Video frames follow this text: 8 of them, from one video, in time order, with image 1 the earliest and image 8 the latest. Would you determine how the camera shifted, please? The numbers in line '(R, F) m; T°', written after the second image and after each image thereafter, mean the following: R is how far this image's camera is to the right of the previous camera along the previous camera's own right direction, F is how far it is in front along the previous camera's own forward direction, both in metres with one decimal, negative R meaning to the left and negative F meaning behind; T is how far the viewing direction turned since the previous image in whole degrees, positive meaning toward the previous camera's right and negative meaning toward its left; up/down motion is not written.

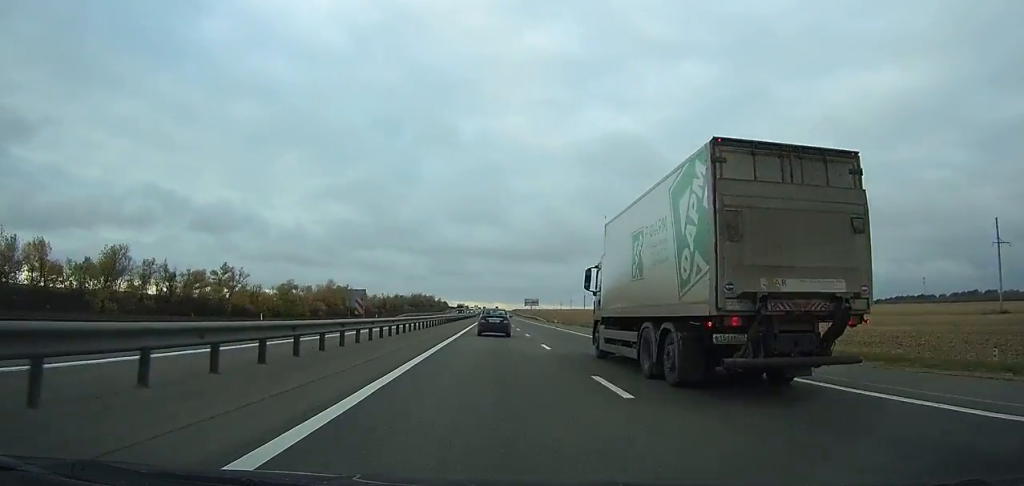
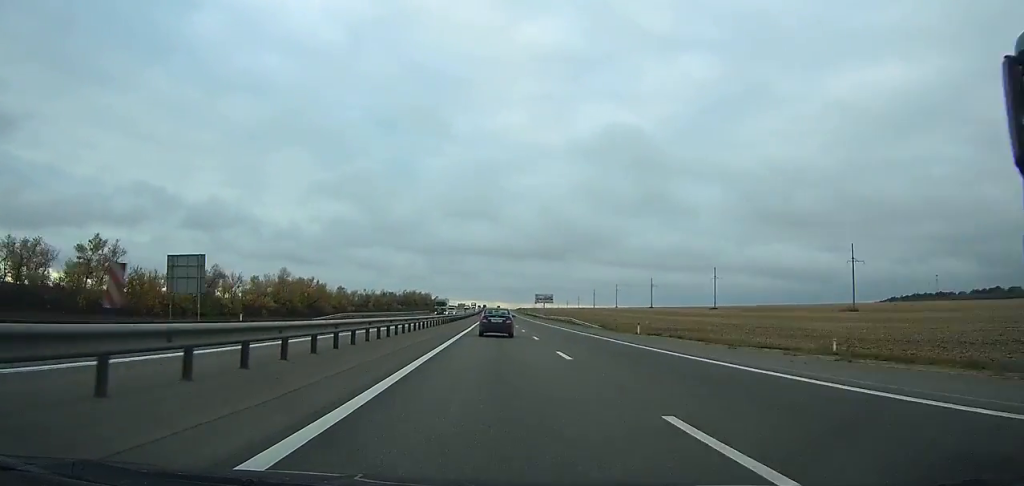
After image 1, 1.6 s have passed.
(0.0, +51.7) m; 0°
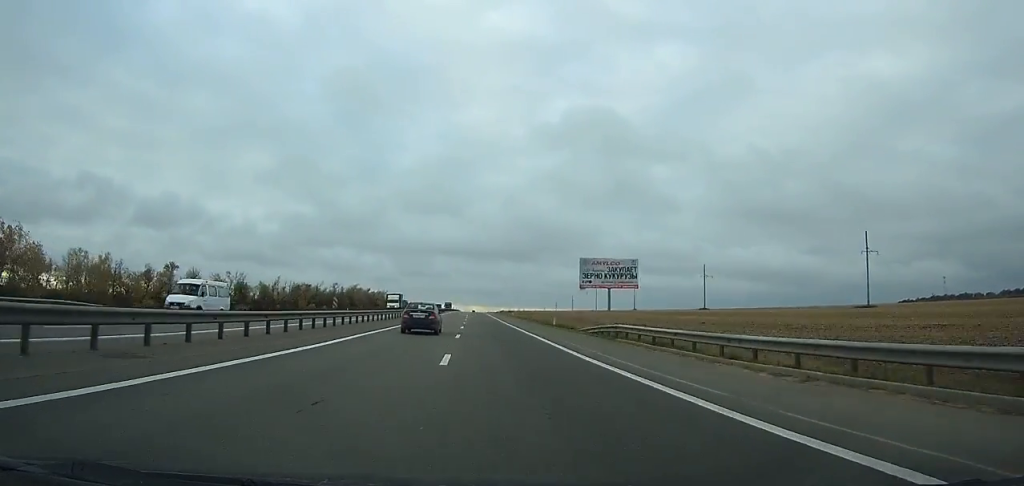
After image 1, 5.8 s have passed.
(+1.5, +135.8) m; +1°
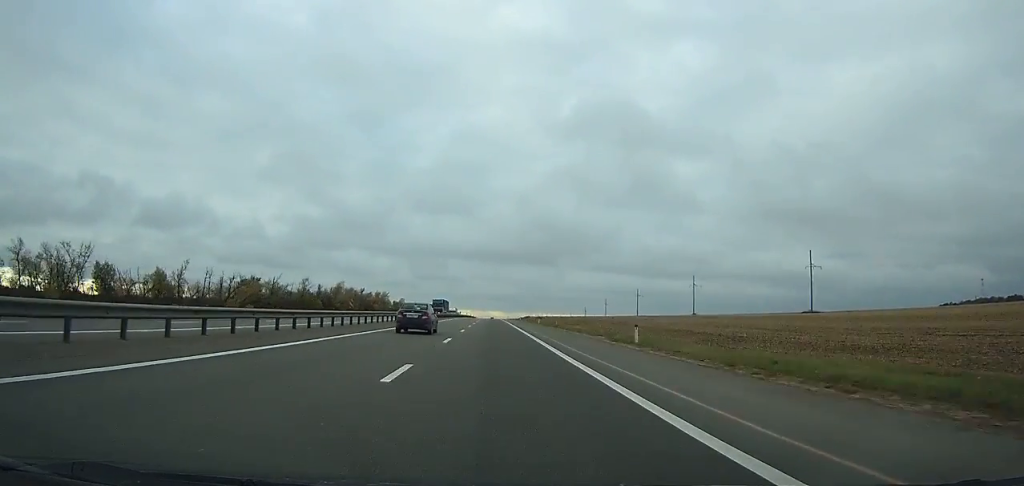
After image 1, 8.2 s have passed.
(+0.1, +76.9) m; 0°
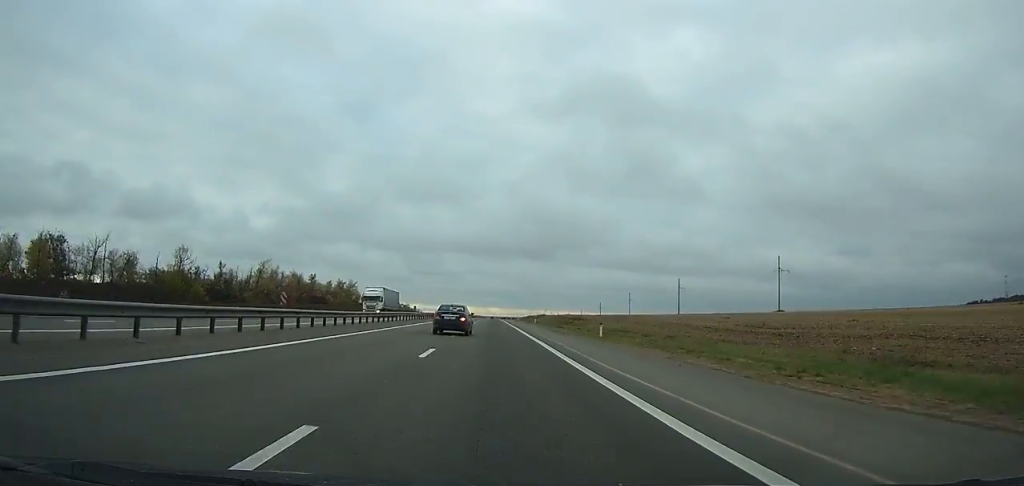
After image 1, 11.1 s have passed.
(-0.9, +91.8) m; -1°
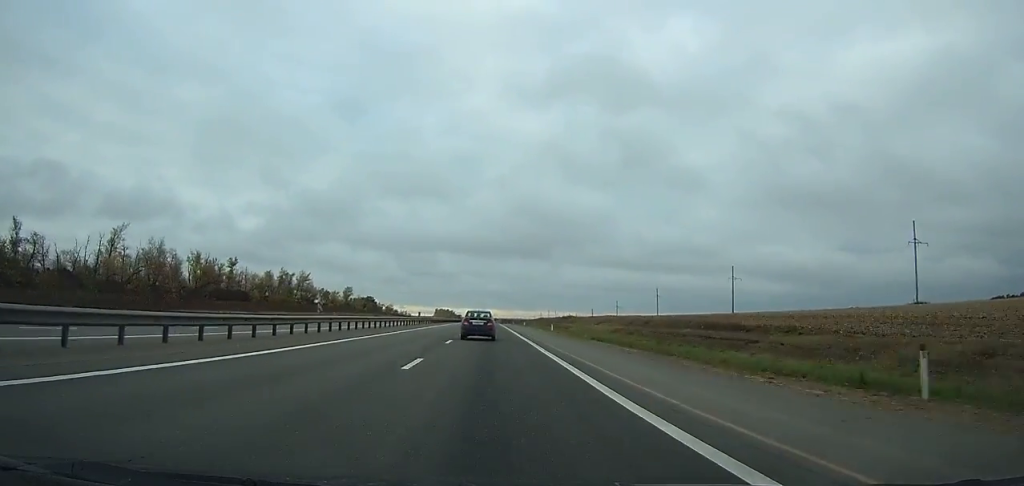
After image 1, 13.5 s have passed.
(-0.1, +75.1) m; 0°
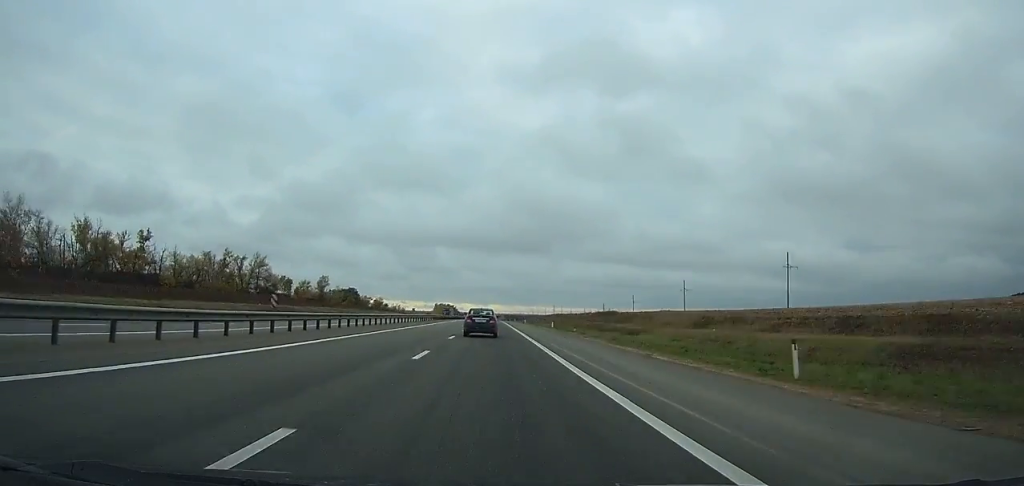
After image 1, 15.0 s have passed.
(+0.1, +46.5) m; 0°
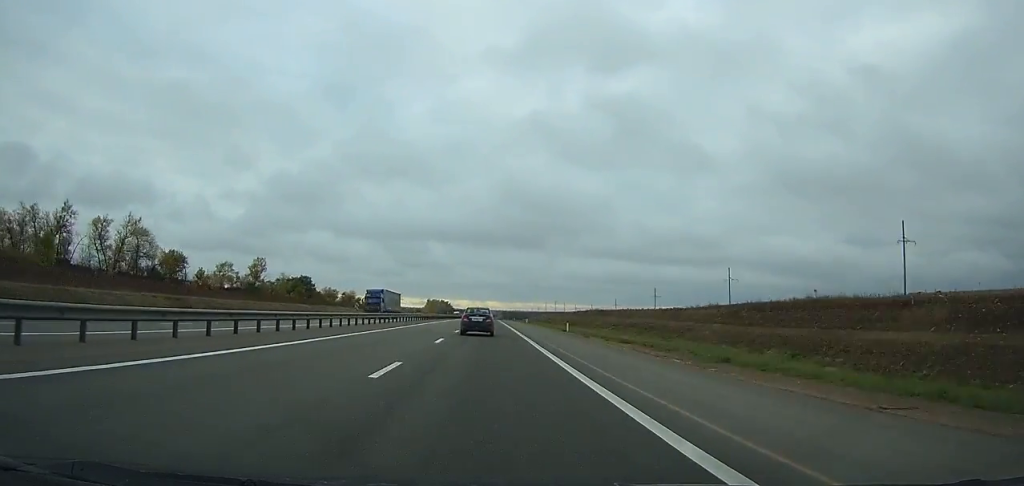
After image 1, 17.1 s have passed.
(+0.1, +64.8) m; 0°
